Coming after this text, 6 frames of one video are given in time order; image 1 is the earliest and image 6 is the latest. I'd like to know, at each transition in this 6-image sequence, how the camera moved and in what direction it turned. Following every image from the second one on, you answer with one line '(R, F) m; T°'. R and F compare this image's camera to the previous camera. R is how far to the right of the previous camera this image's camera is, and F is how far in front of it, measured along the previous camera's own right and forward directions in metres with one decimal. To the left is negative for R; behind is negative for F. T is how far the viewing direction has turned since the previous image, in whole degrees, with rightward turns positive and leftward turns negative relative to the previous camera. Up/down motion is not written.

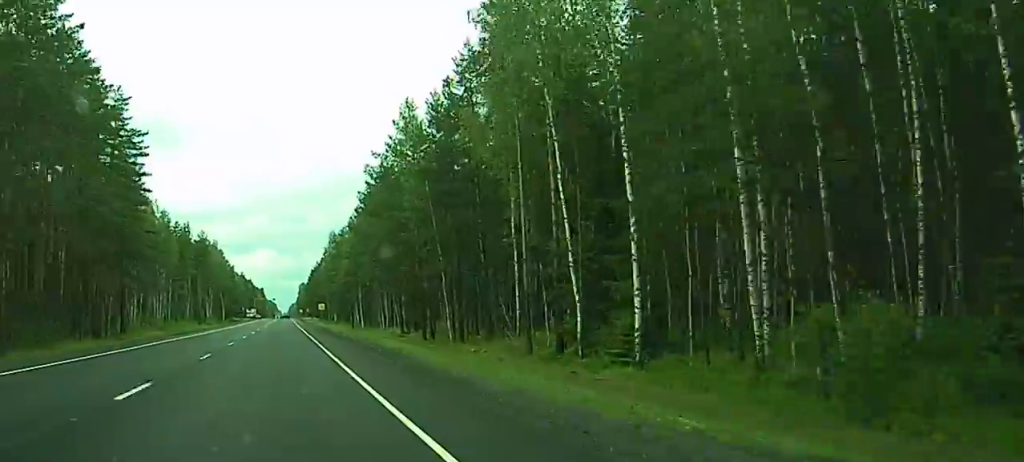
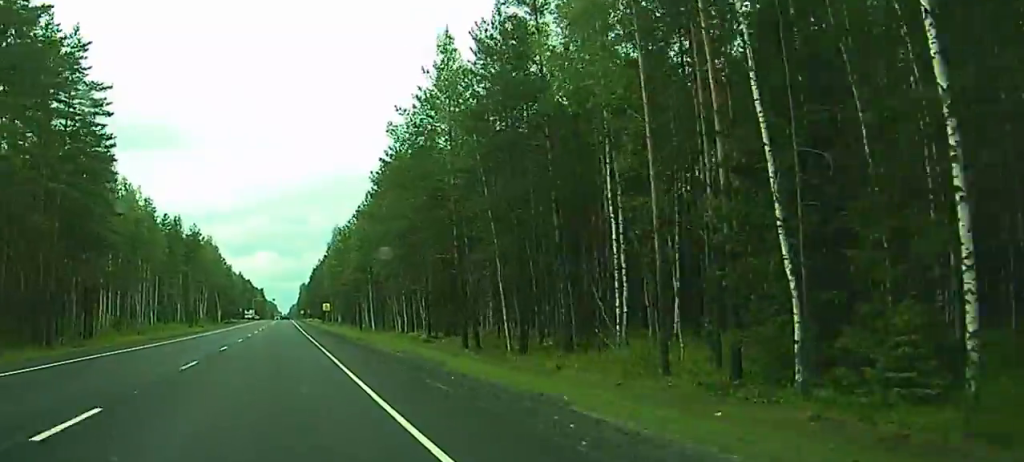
(0.0, +16.1) m; 0°
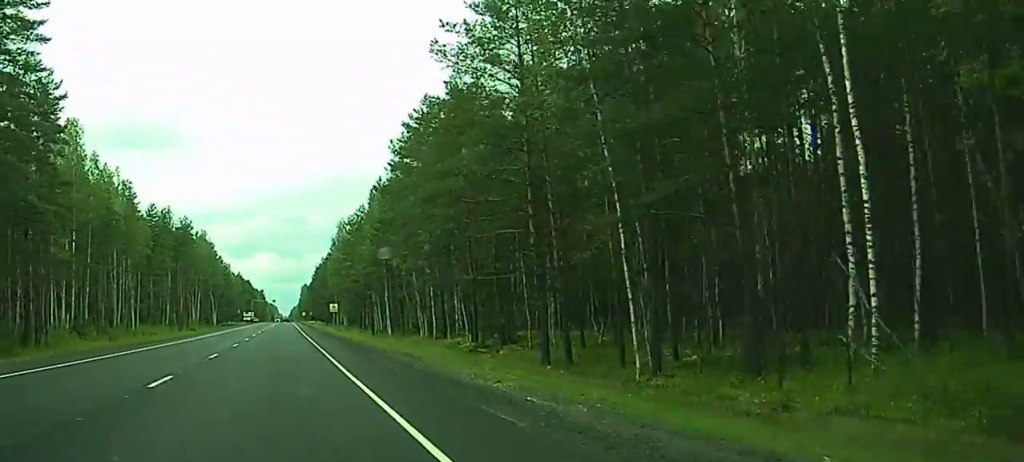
(0.0, +17.0) m; 0°
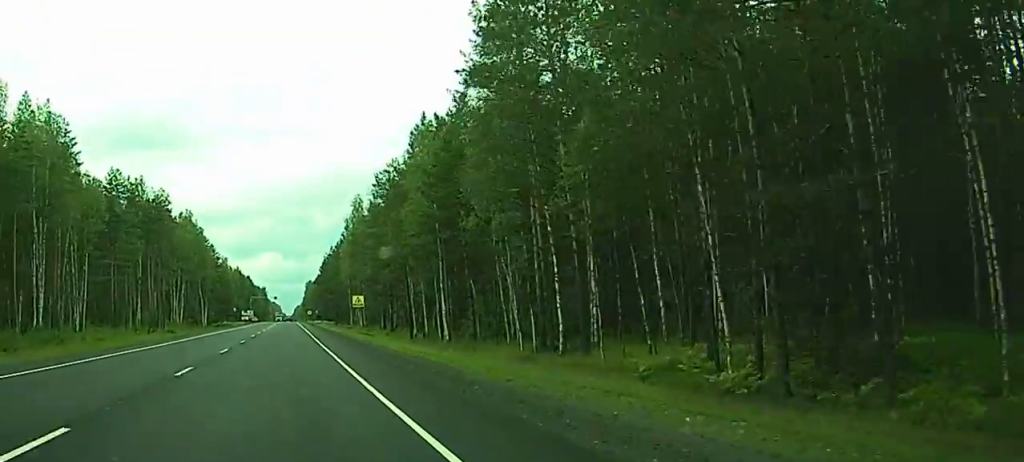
(-0.2, +33.0) m; 0°
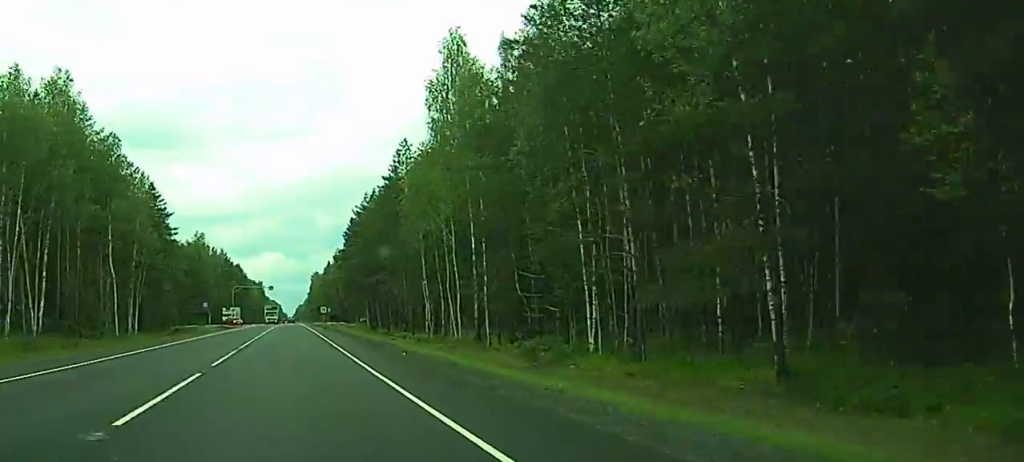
(+0.6, +86.5) m; +1°
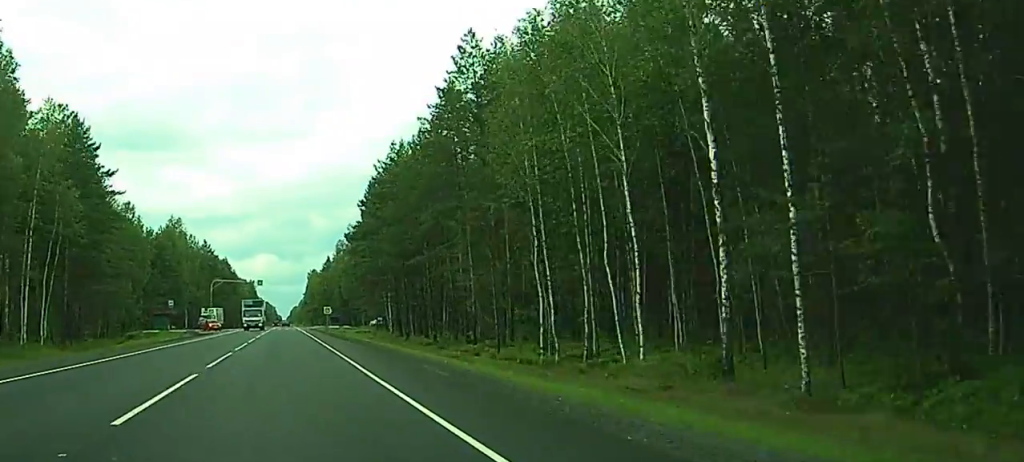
(-0.1, +35.6) m; +2°
